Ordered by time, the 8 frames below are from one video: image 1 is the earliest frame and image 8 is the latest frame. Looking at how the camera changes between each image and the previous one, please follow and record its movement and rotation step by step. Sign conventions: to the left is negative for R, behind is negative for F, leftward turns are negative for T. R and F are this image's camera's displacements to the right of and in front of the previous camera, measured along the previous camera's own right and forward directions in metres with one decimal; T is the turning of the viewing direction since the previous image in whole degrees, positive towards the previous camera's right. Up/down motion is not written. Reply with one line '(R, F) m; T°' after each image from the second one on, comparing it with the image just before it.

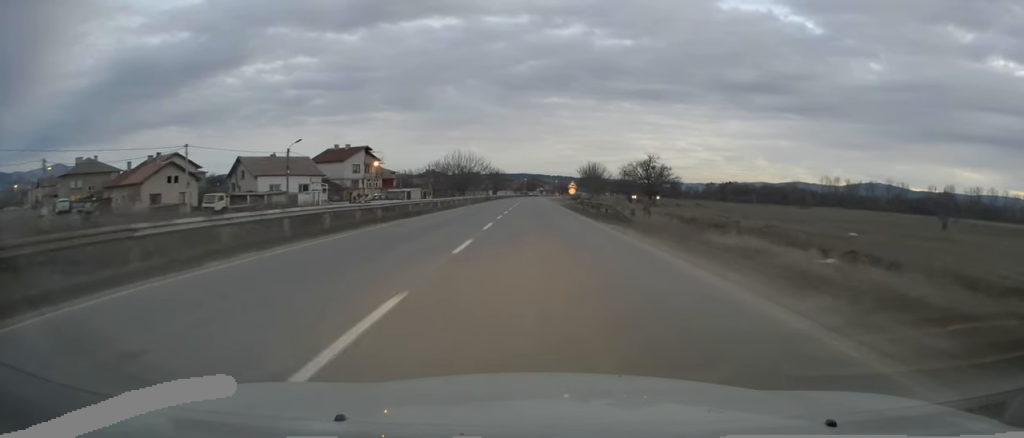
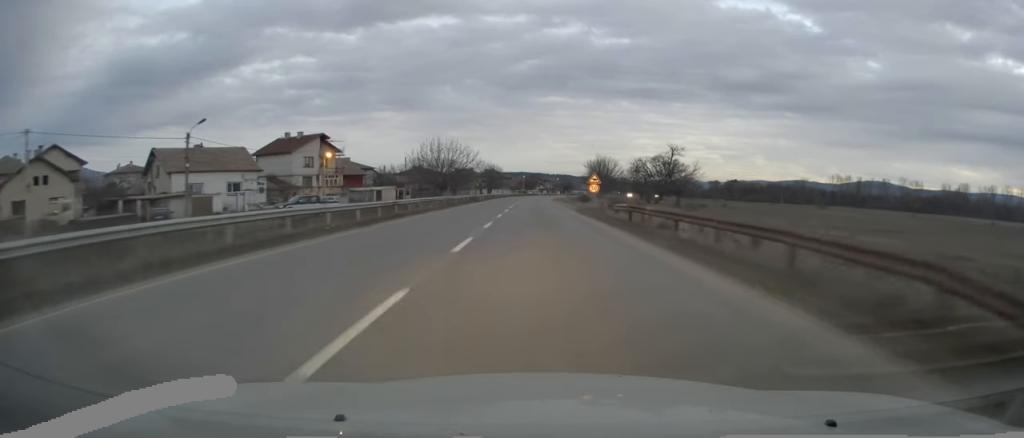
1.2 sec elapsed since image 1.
(0.0, +22.6) m; 0°
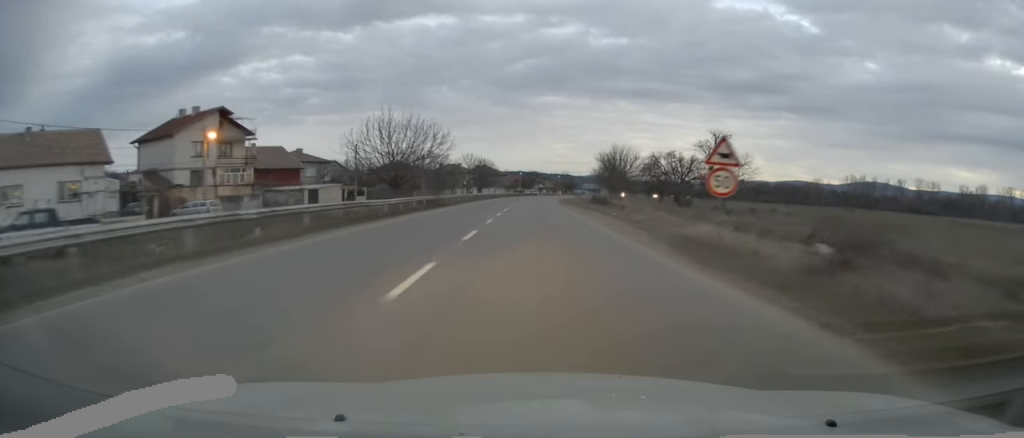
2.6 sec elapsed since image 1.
(+0.2, +28.3) m; +1°
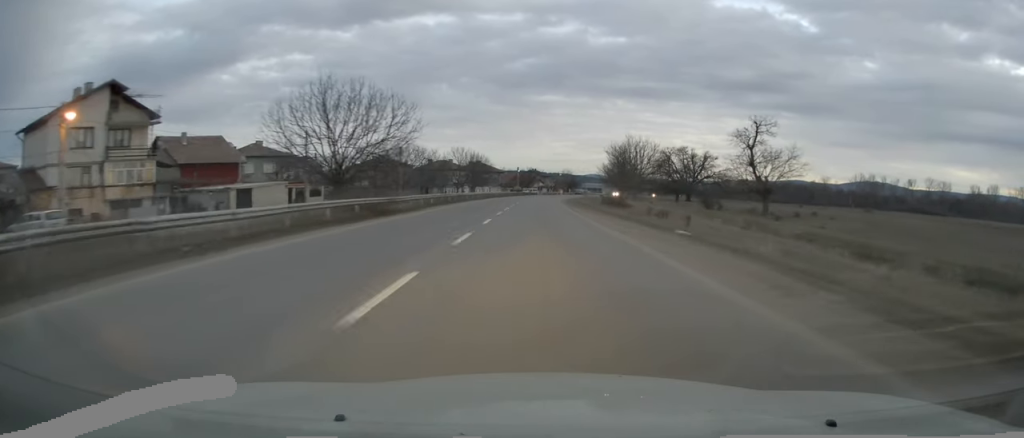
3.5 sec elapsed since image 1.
(0.0, +16.8) m; 0°
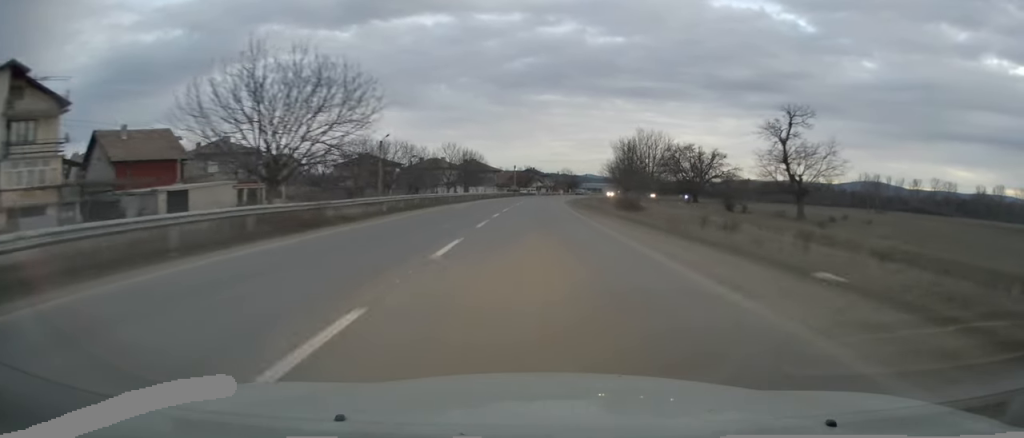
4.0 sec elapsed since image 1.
(0.0, +10.2) m; 0°
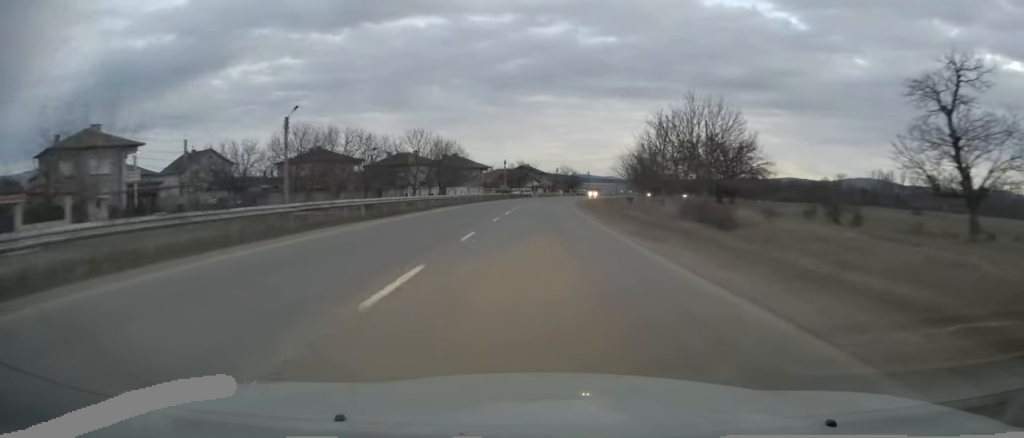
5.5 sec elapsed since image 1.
(0.0, +27.6) m; +1°
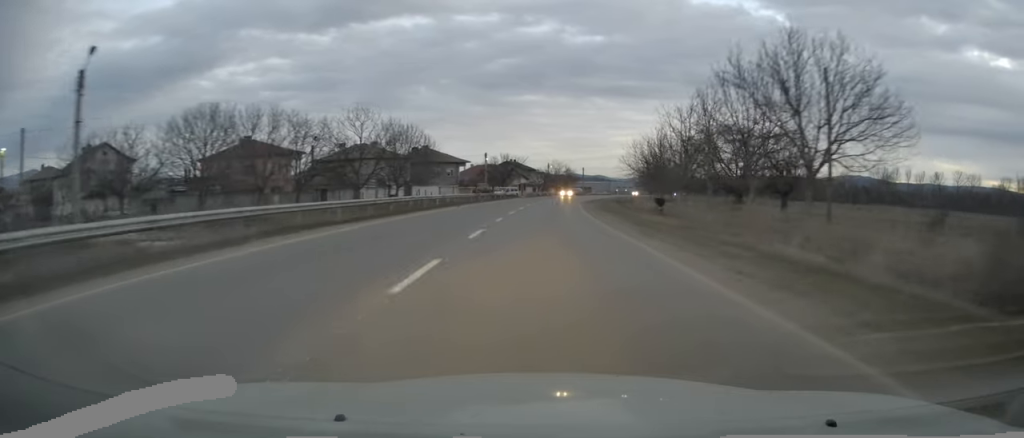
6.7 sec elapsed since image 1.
(+0.3, +22.7) m; +1°
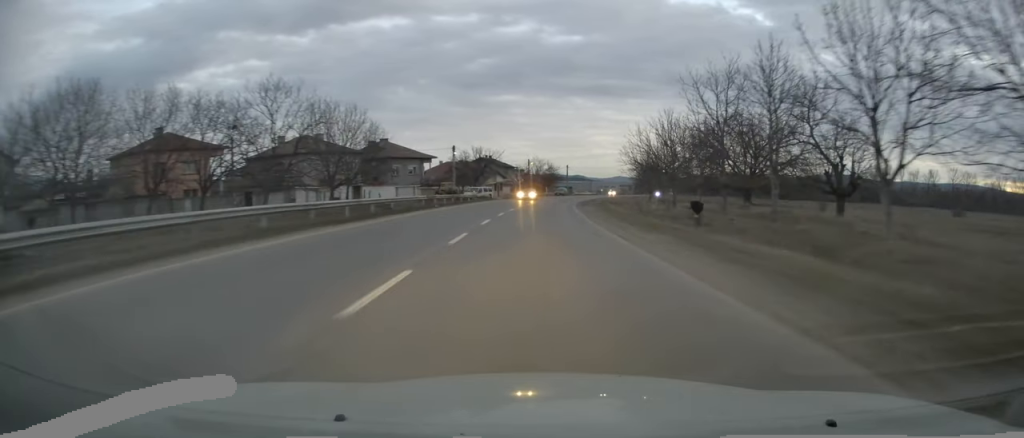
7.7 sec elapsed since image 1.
(-0.1, +16.8) m; +2°
